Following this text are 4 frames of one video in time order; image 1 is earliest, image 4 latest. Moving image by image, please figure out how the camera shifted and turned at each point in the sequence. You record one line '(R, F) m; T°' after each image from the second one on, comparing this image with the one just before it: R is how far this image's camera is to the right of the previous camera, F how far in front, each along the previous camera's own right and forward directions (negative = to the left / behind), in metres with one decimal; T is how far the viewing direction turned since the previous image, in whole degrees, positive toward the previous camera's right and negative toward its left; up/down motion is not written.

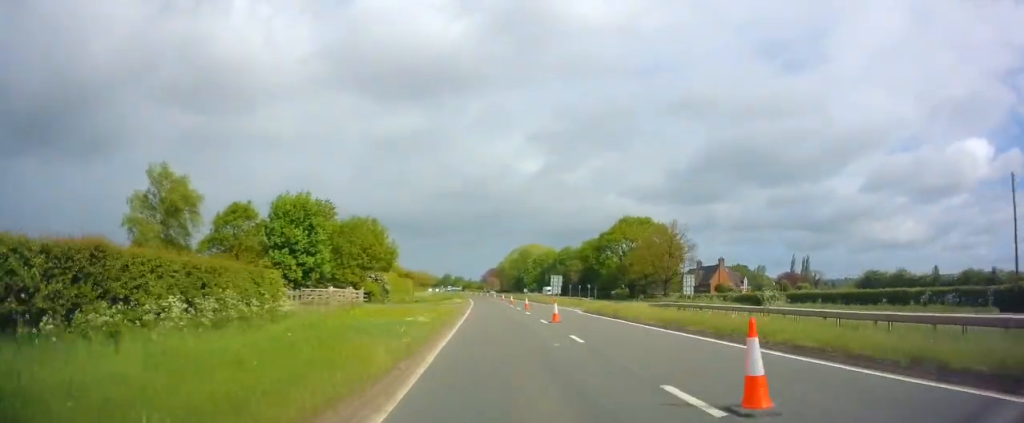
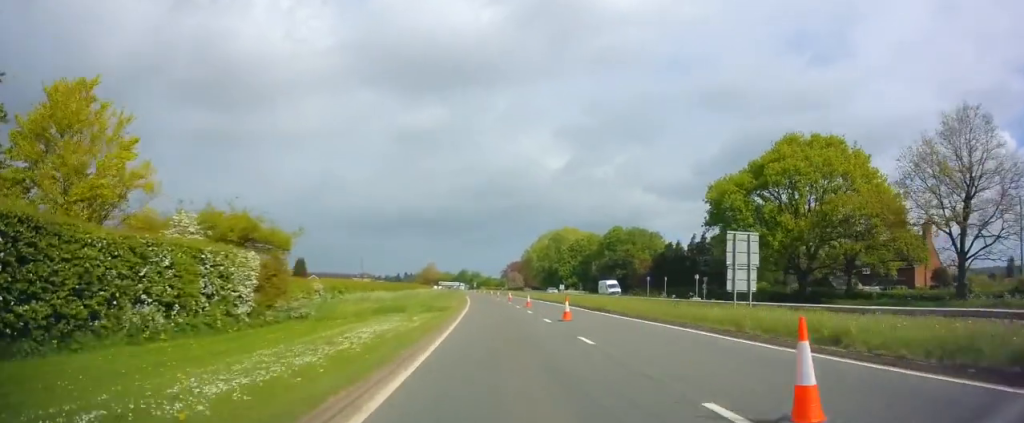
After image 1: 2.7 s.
(-0.9, +54.2) m; -3°
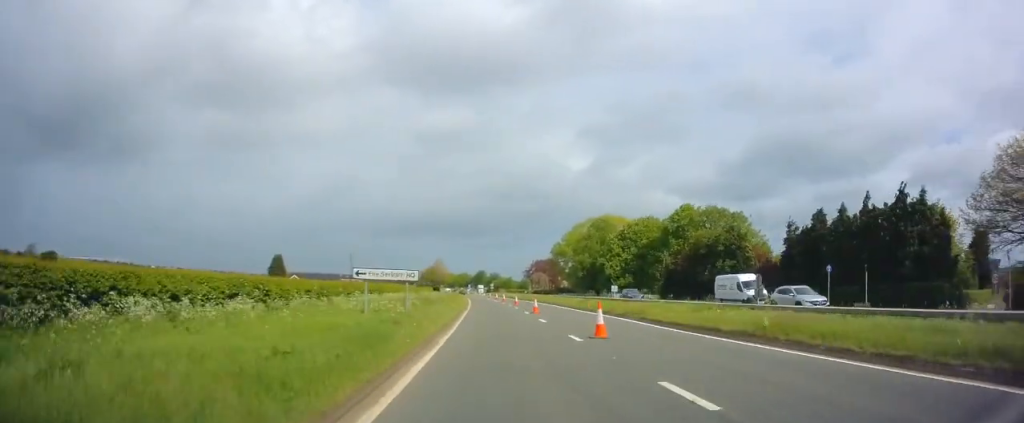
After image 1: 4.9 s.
(-0.5, +42.0) m; -1°
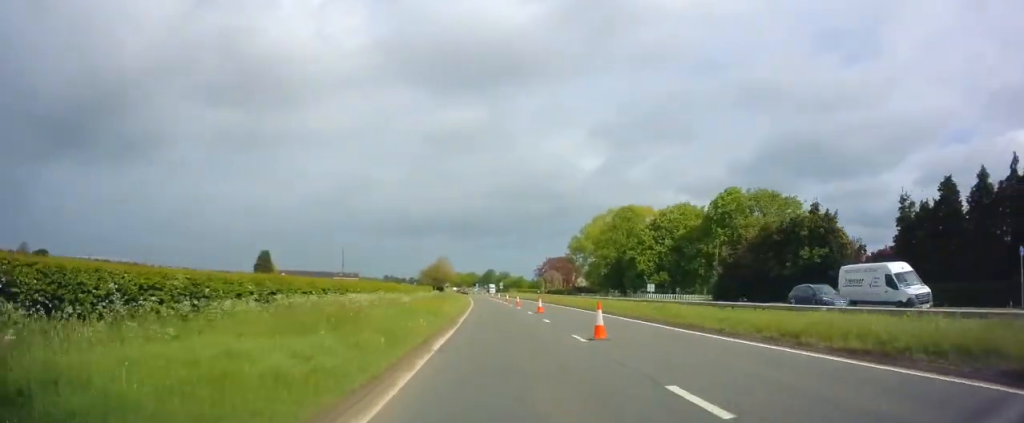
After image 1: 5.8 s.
(+0.1, +18.1) m; -1°
